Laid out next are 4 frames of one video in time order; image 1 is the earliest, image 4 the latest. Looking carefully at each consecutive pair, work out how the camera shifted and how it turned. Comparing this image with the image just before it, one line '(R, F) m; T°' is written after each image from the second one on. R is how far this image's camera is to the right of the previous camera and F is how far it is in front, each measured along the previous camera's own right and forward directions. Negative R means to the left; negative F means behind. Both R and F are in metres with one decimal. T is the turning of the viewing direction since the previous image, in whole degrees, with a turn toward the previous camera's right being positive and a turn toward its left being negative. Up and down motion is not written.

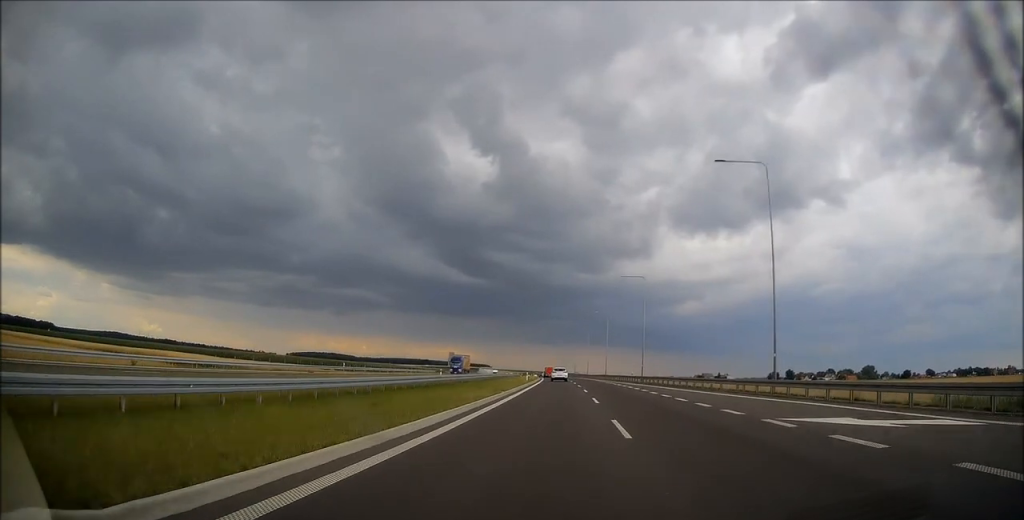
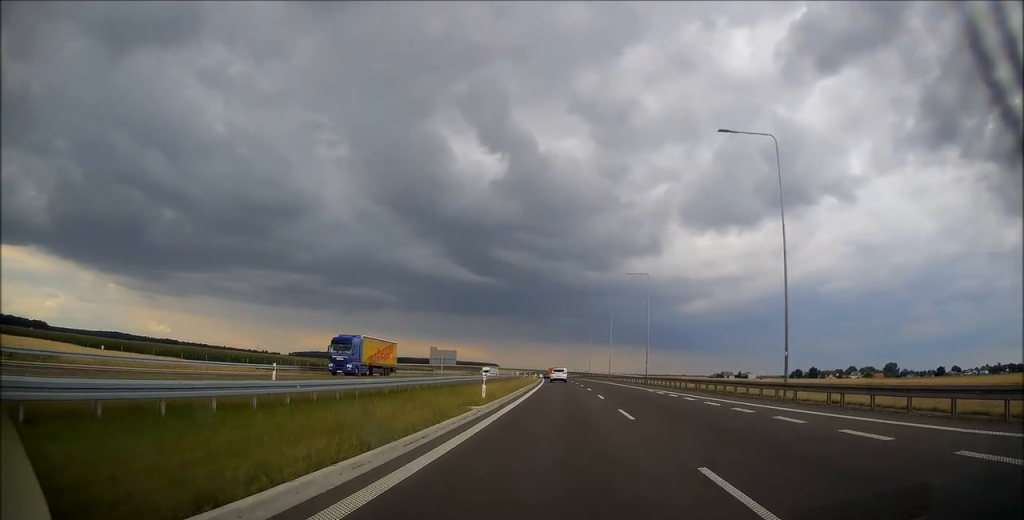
(-0.4, +43.6) m; -1°
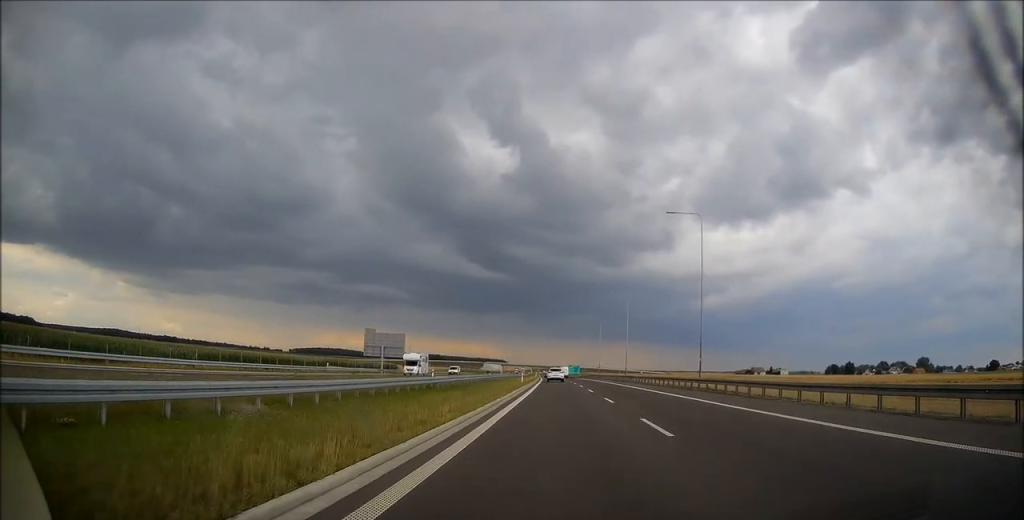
(-0.5, +64.5) m; -1°
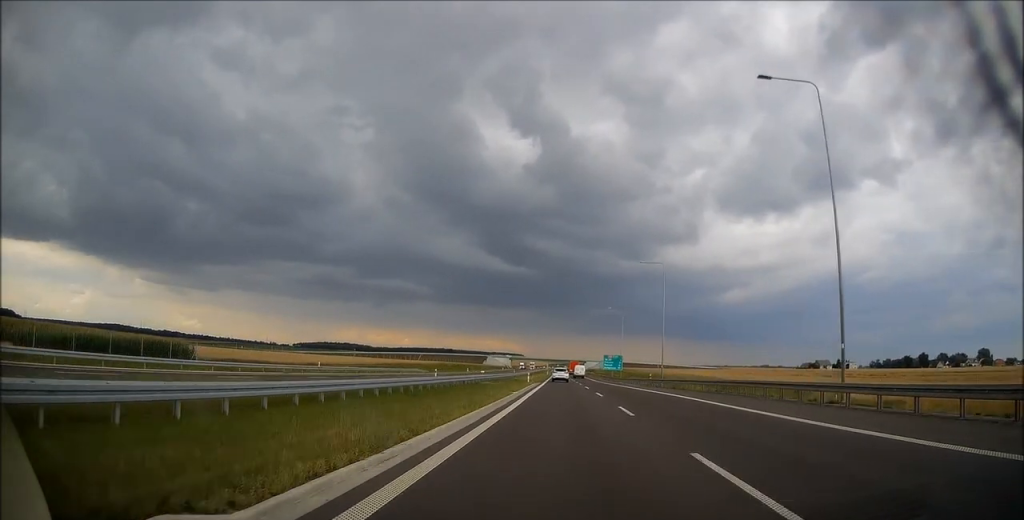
(-1.5, +101.9) m; -2°
